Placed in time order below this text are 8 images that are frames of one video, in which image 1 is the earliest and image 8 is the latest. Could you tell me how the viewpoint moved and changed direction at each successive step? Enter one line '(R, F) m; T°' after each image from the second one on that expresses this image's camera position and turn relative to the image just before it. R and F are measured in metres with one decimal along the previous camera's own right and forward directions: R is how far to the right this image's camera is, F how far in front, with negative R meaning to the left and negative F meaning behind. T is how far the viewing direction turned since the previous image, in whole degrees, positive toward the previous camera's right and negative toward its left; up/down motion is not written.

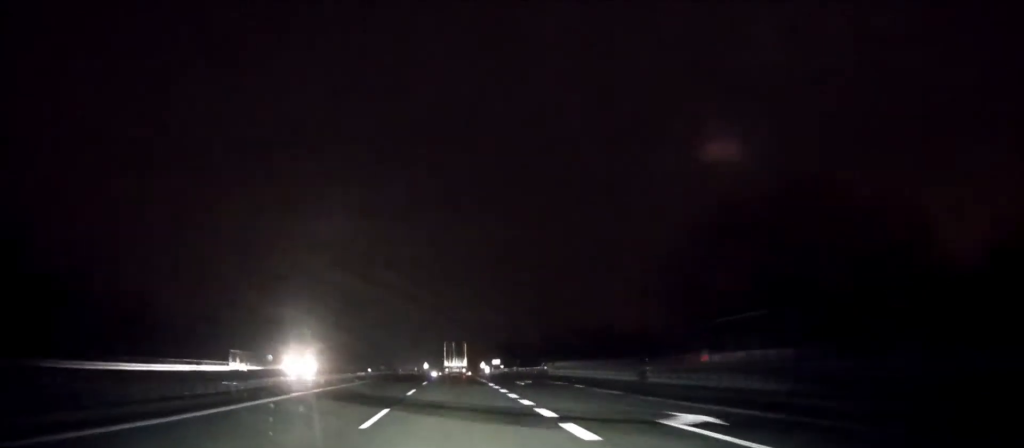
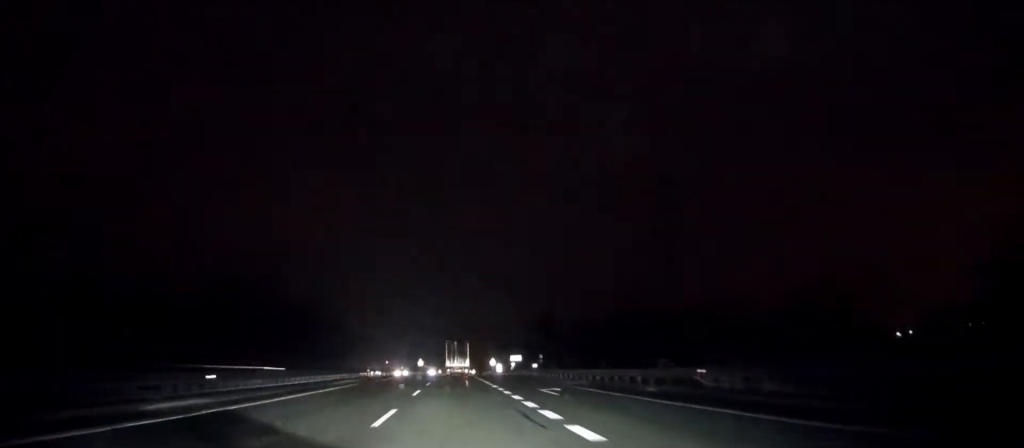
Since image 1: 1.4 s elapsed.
(+0.2, +36.5) m; +1°
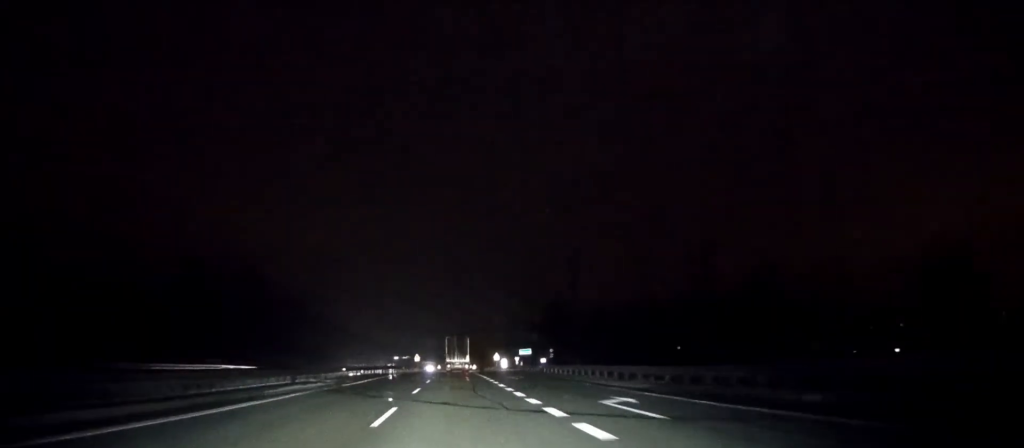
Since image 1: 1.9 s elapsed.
(-0.1, +12.5) m; 0°
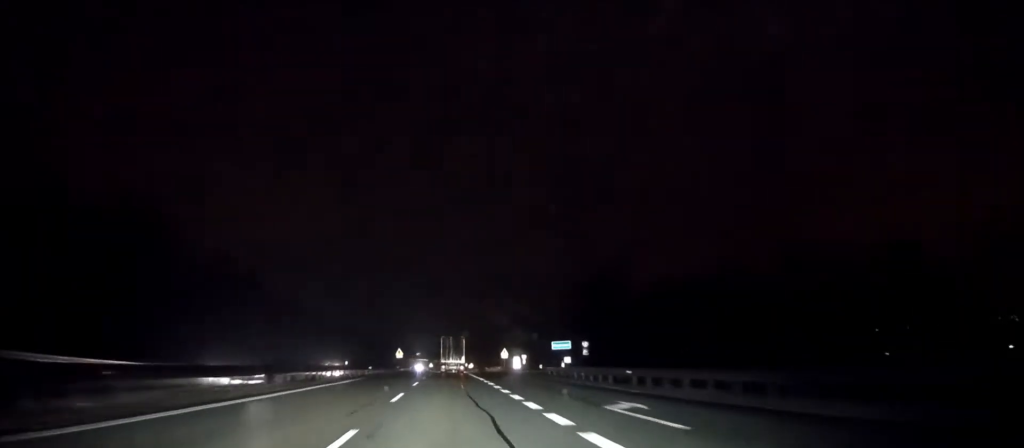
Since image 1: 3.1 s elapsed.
(+0.5, +29.7) m; +1°
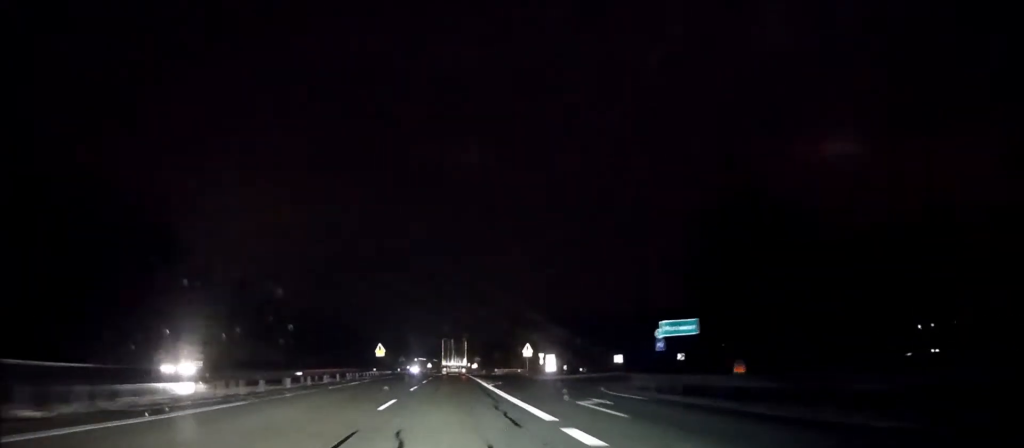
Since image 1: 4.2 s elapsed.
(0.0, +26.1) m; 0°
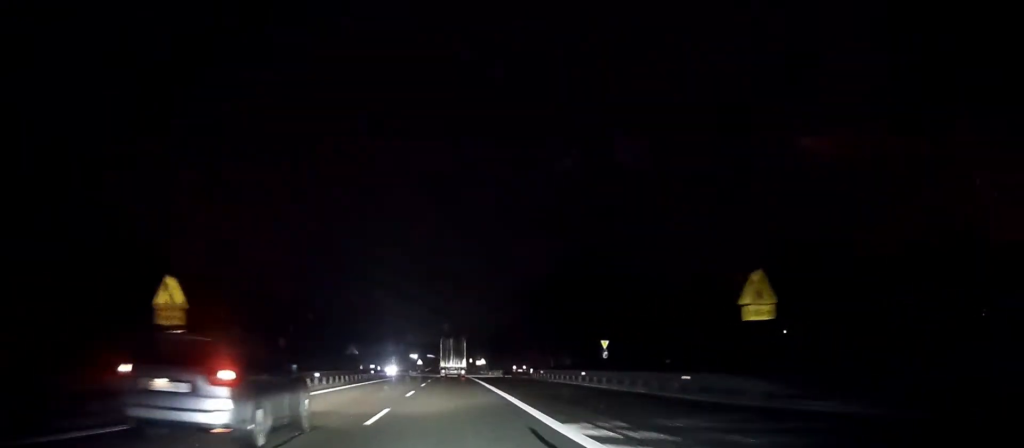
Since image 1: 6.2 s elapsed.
(+0.2, +49.7) m; 0°
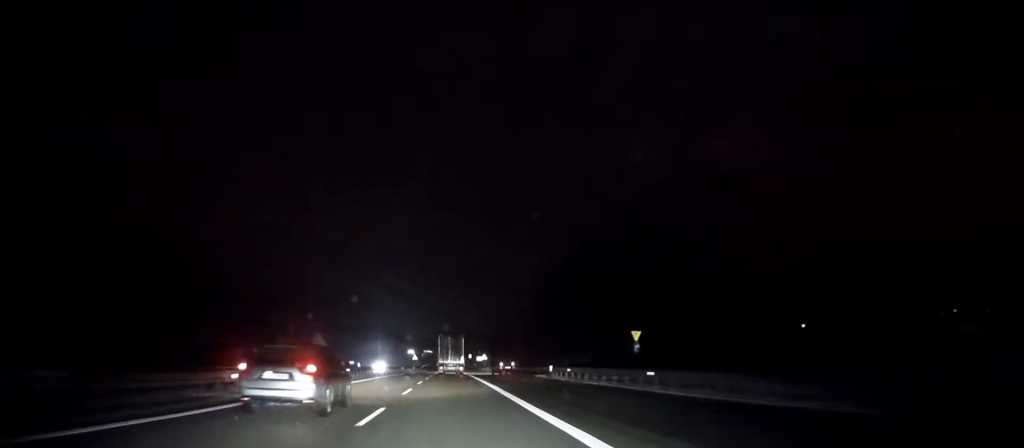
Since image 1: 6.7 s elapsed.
(0.0, +12.2) m; 0°
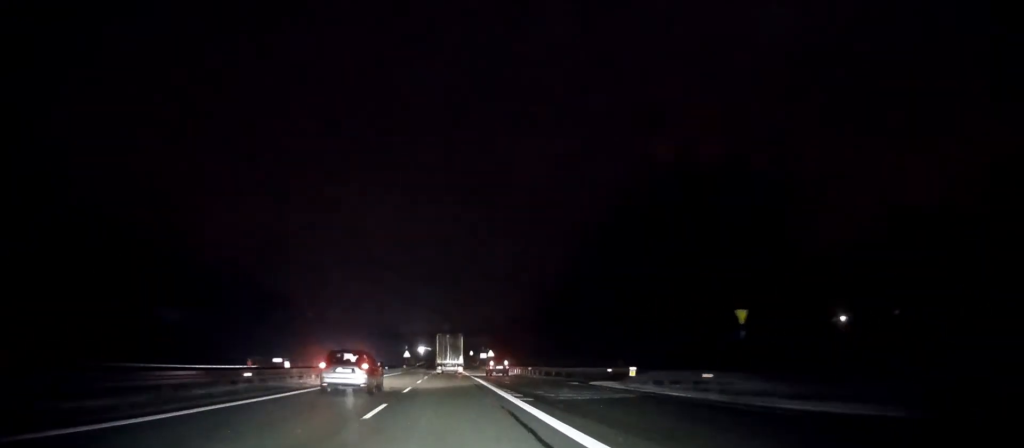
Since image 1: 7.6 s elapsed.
(0.0, +21.3) m; 0°
